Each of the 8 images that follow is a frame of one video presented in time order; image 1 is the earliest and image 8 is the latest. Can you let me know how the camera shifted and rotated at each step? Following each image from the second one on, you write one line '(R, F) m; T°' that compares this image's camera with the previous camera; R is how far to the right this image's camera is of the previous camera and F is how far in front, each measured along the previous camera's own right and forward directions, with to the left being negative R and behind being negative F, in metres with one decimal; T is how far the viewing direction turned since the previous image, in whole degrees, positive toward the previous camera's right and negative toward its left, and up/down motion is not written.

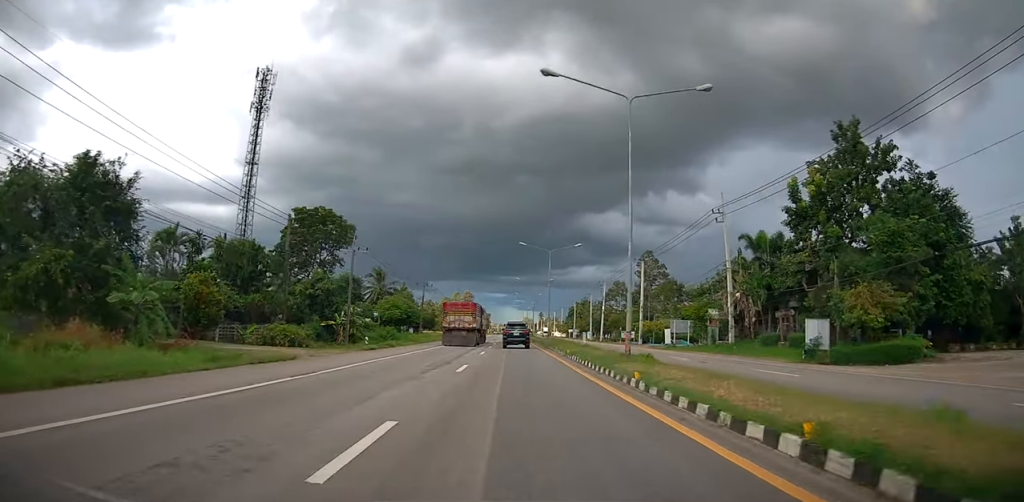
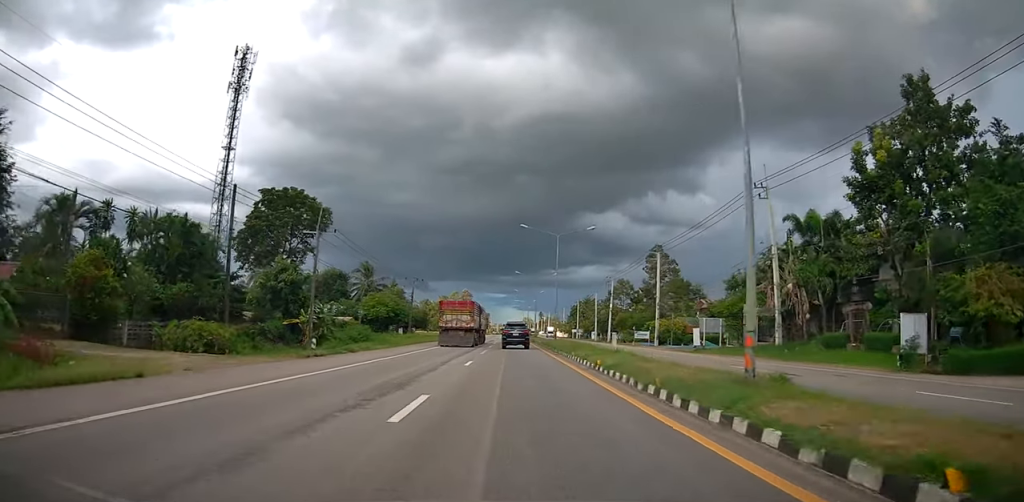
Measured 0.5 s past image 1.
(0.0, +9.0) m; 0°
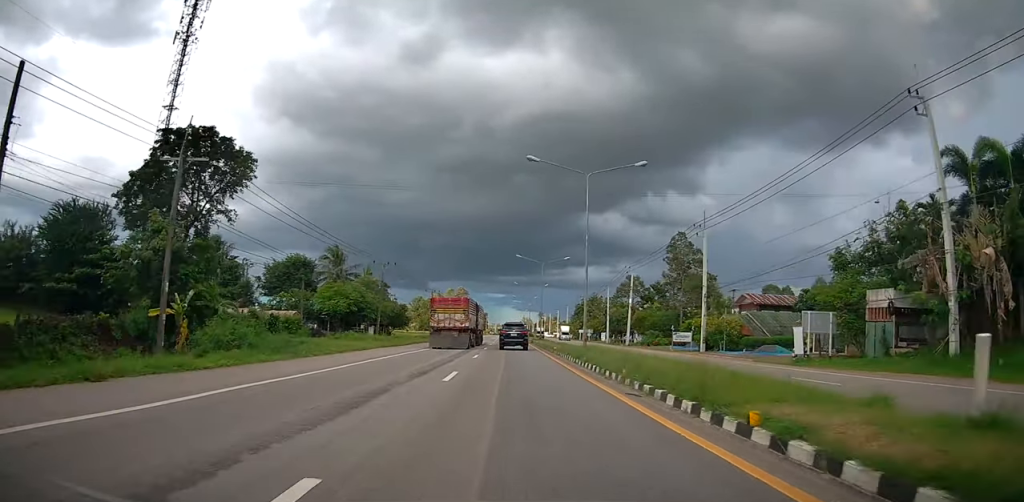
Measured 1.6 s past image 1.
(-0.4, +18.0) m; -1°
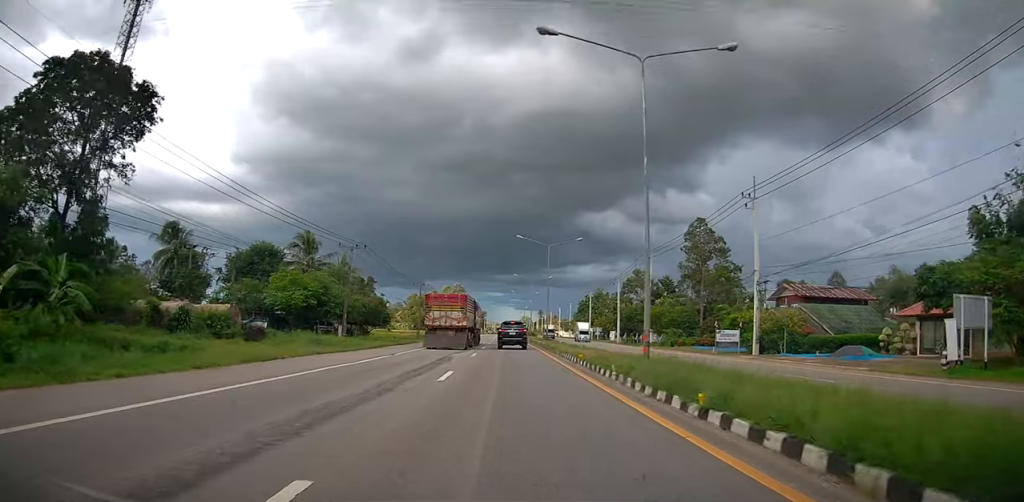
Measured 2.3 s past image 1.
(-0.1, +12.3) m; +1°
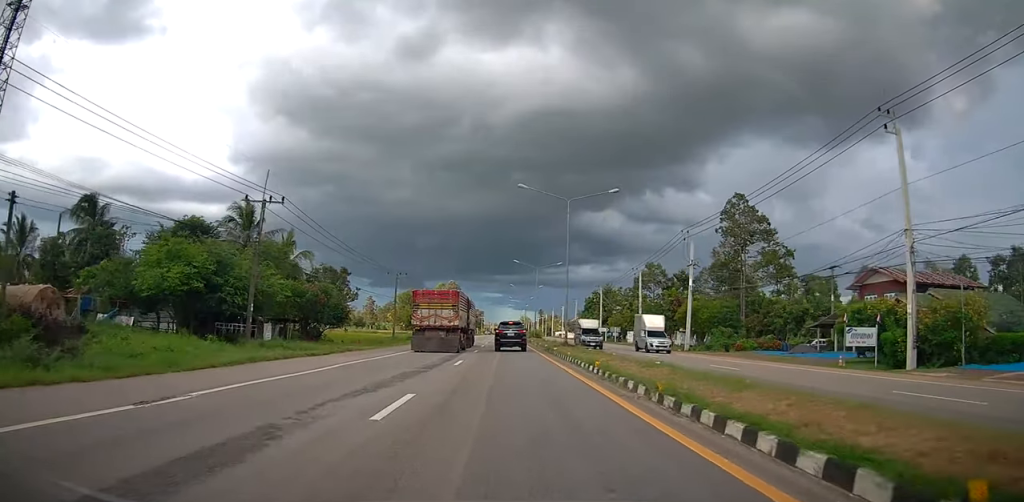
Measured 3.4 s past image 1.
(+0.6, +18.1) m; 0°
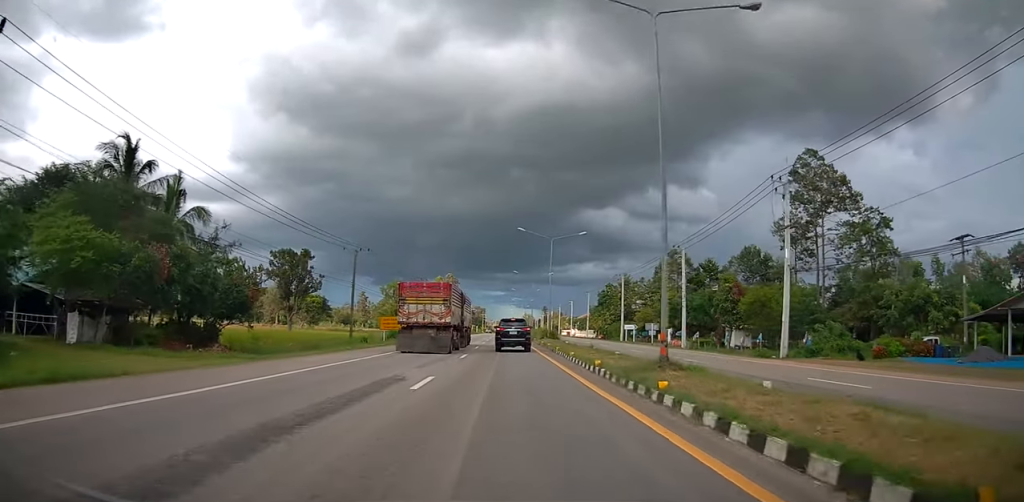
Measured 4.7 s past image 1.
(-1.0, +20.6) m; -3°
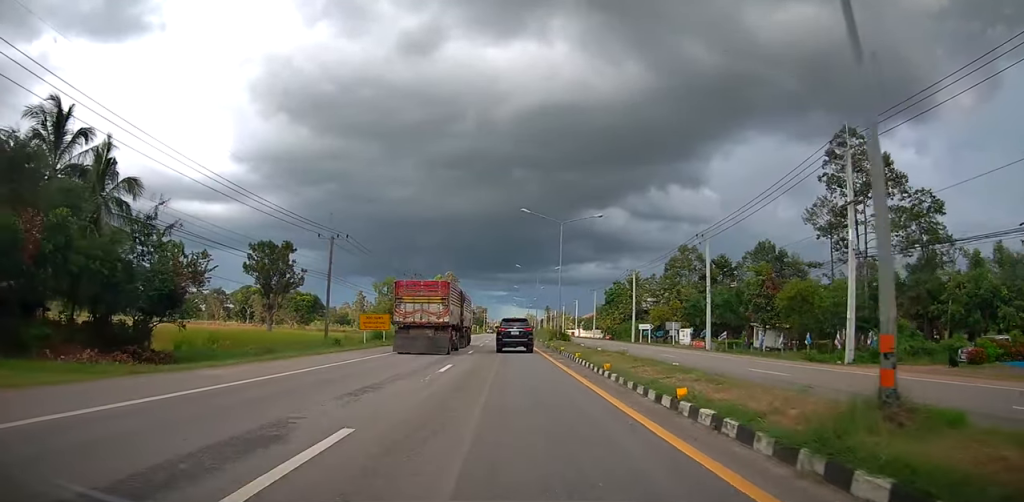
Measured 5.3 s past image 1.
(-0.4, +7.9) m; +1°
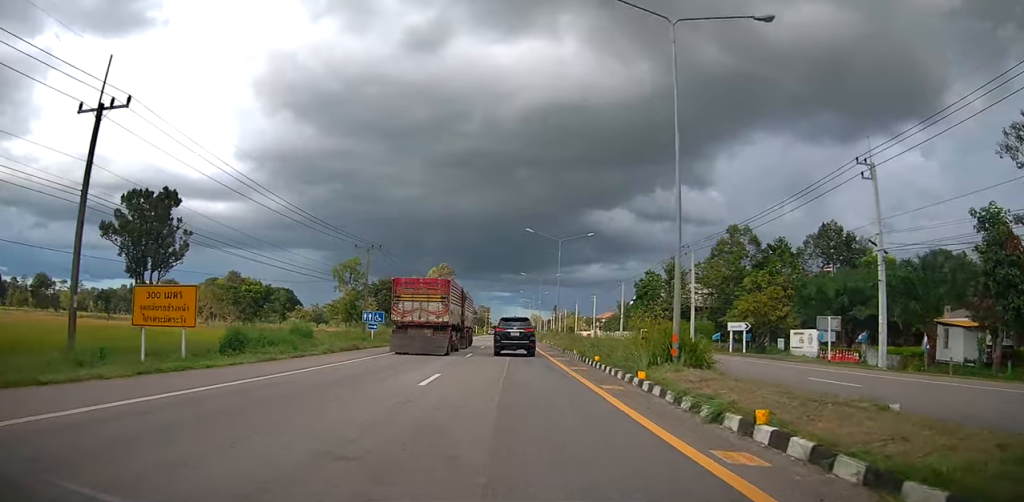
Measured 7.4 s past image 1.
(+0.8, +28.0) m; -2°
